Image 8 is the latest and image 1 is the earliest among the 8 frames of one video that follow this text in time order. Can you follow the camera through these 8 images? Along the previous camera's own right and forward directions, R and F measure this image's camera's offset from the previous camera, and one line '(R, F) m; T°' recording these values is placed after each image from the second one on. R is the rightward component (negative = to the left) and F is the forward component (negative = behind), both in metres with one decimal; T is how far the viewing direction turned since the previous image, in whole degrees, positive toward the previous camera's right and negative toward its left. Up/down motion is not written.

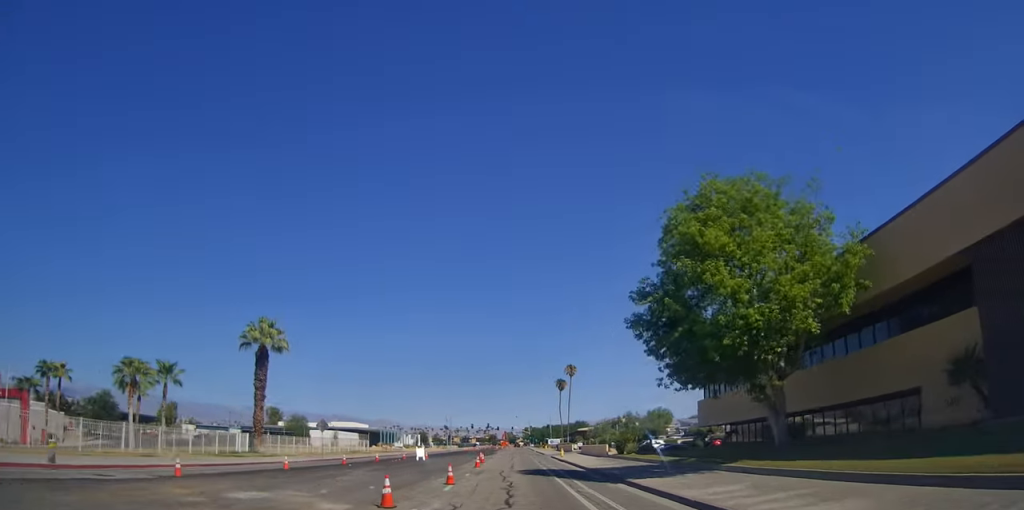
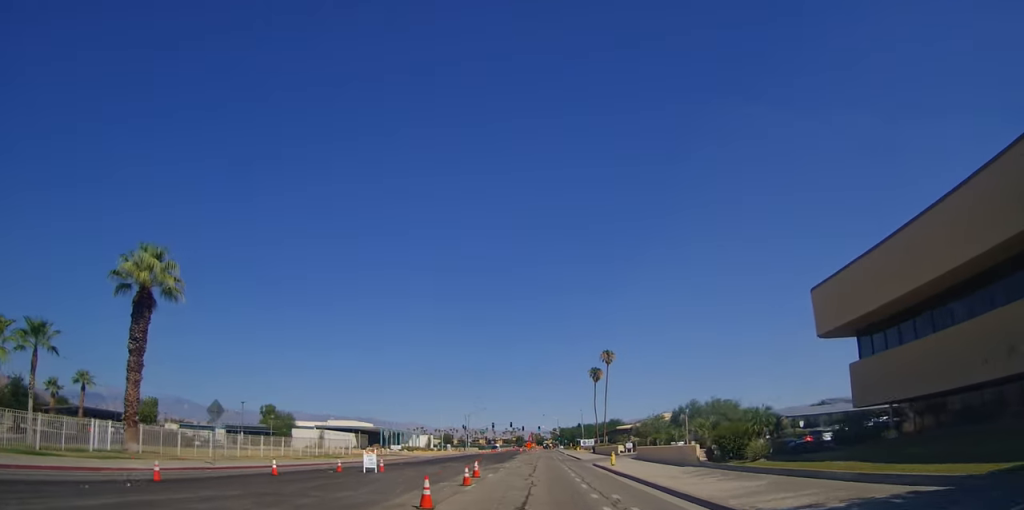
(+0.1, +20.2) m; -2°
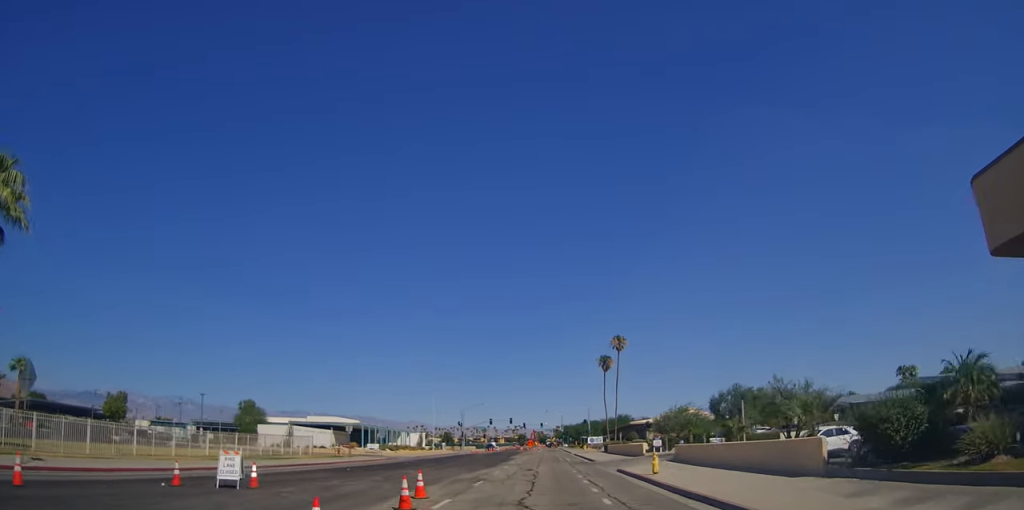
(-0.6, +12.8) m; -3°
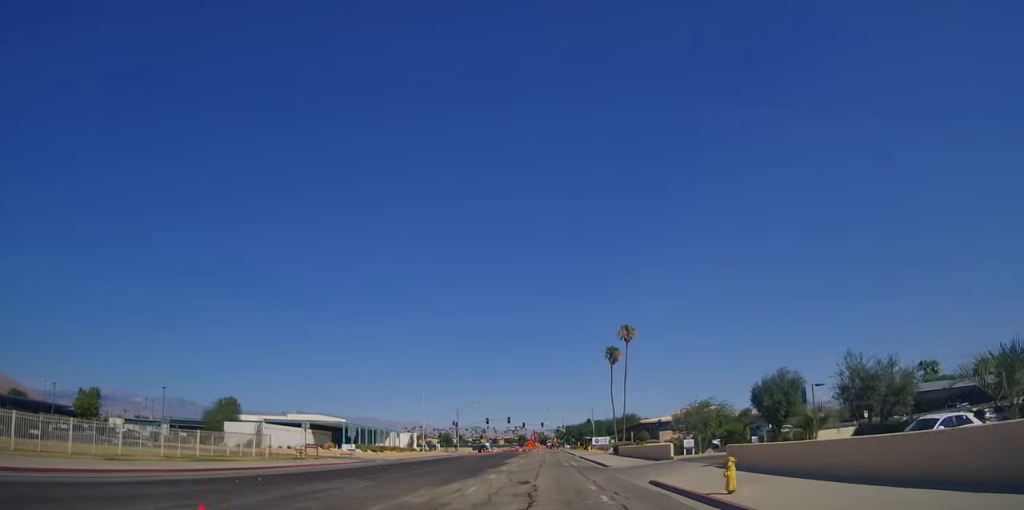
(0.0, +9.4) m; 0°
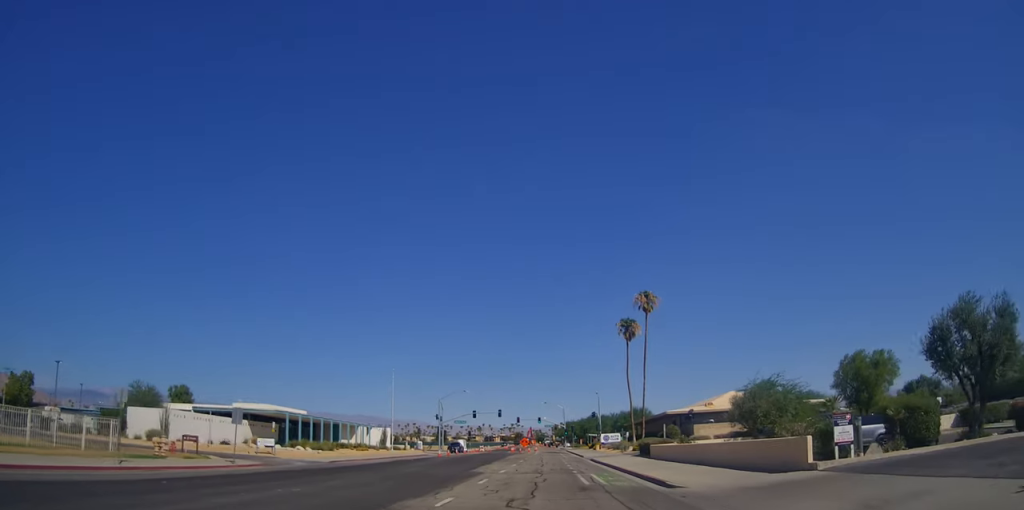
(0.0, +19.2) m; 0°
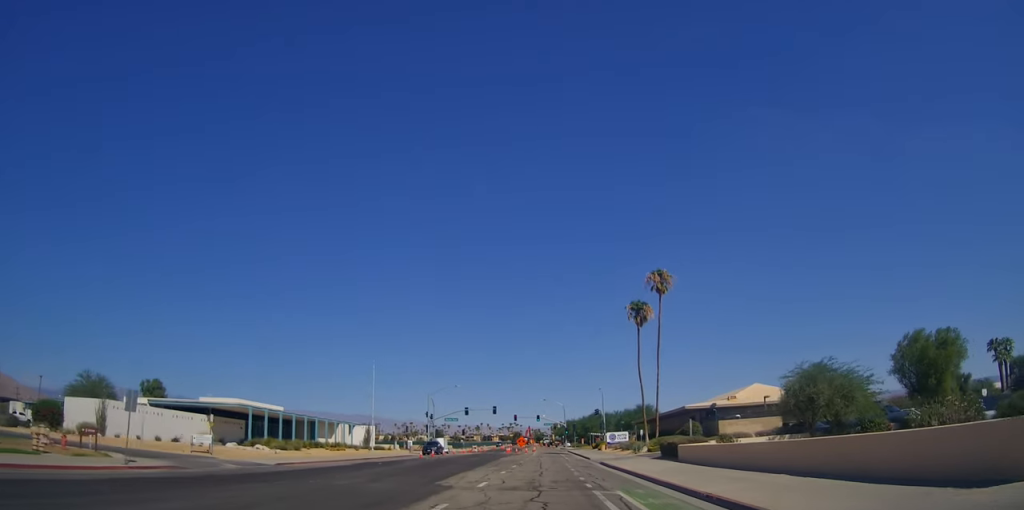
(0.0, +9.3) m; 0°
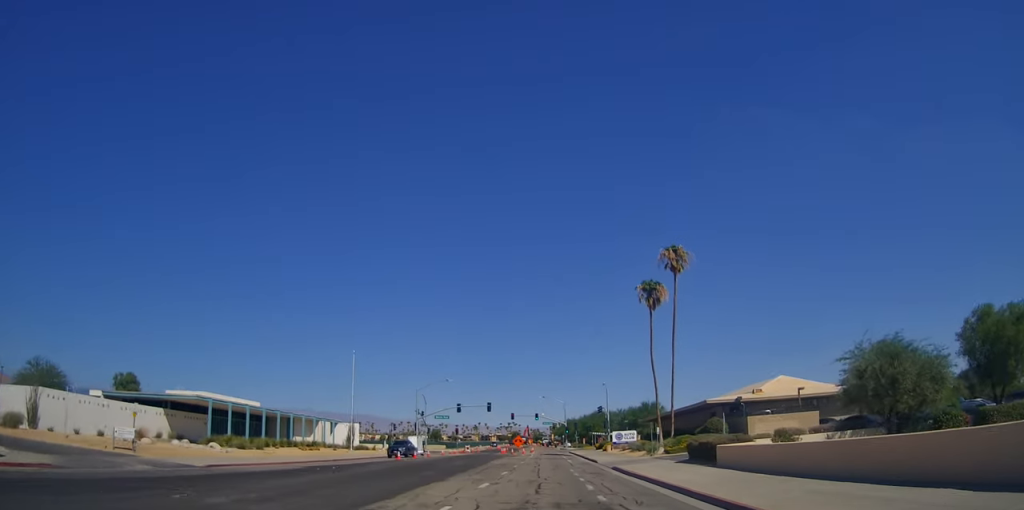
(0.0, +8.0) m; 0°
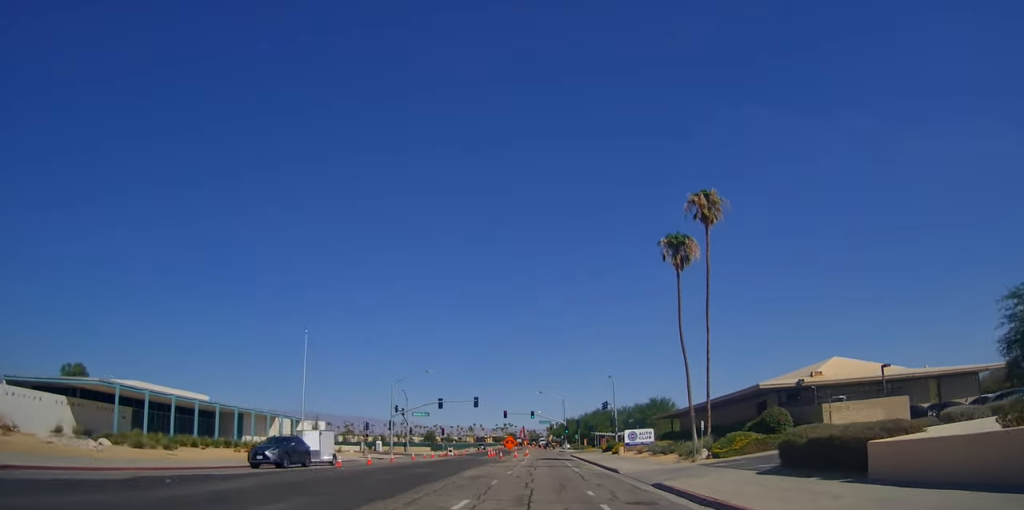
(0.0, +13.2) m; 0°
